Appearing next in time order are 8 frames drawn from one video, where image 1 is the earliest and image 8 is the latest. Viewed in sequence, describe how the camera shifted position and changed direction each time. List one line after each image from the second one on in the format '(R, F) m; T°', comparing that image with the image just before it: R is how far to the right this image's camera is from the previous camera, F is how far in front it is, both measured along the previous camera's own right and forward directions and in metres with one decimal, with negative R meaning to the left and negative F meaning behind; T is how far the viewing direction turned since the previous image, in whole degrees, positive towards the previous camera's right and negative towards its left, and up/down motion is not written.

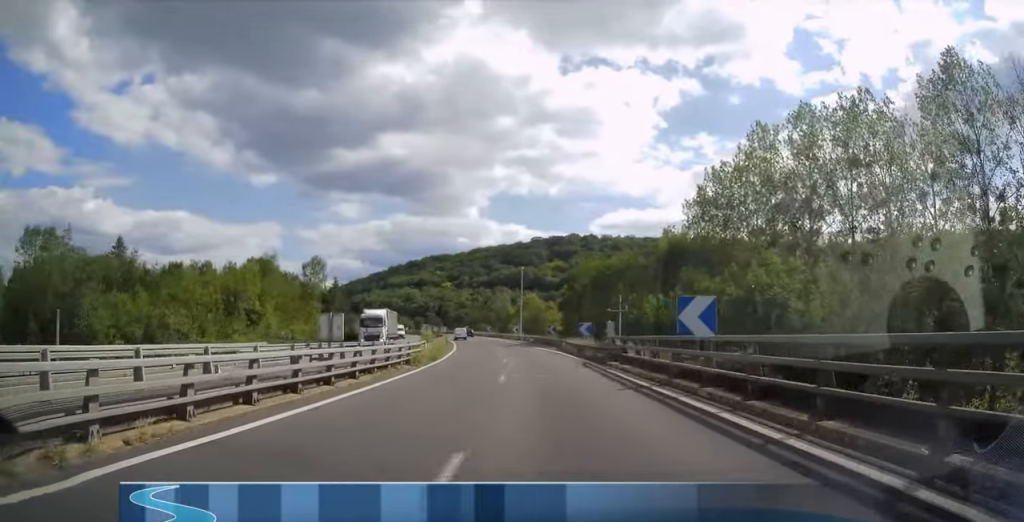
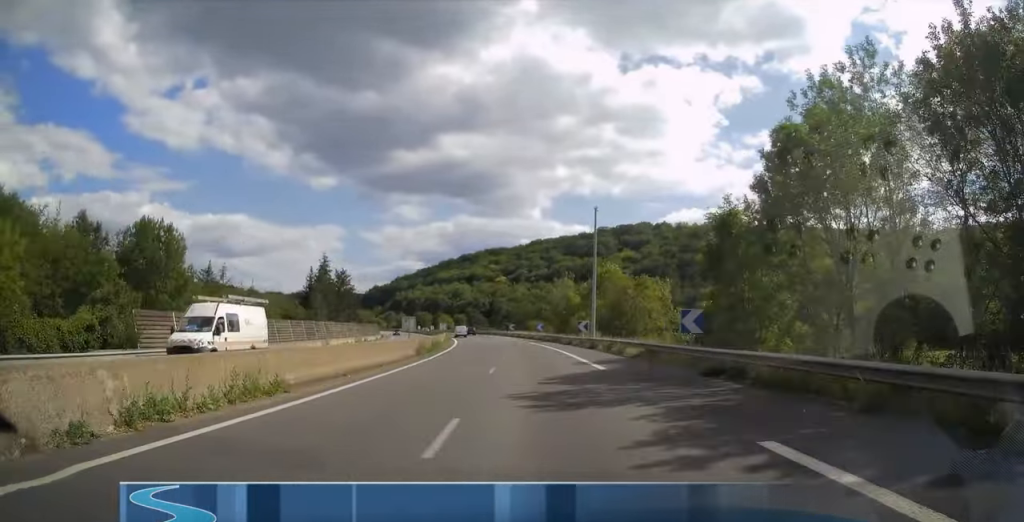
(-2.9, +49.3) m; -10°
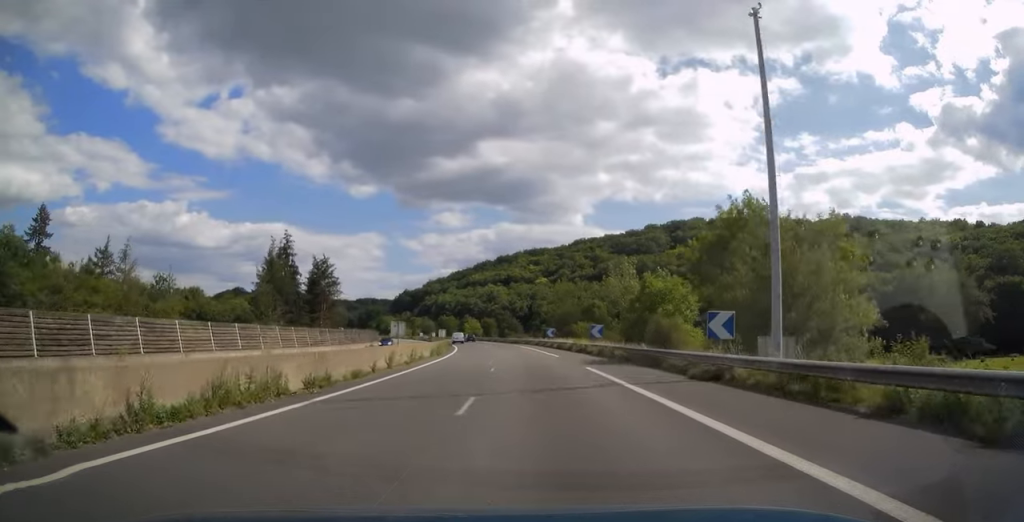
(-2.9, +35.4) m; -7°
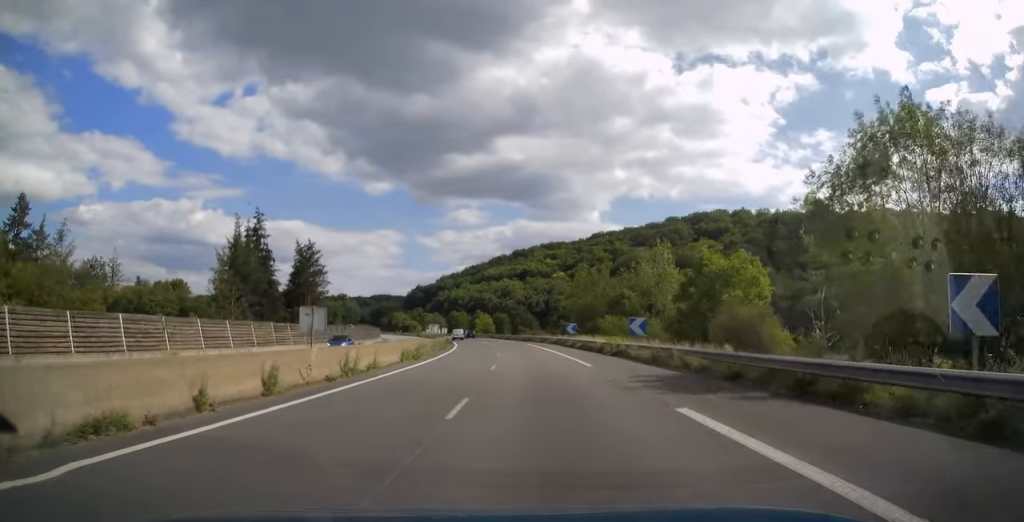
(-0.1, +13.9) m; -2°
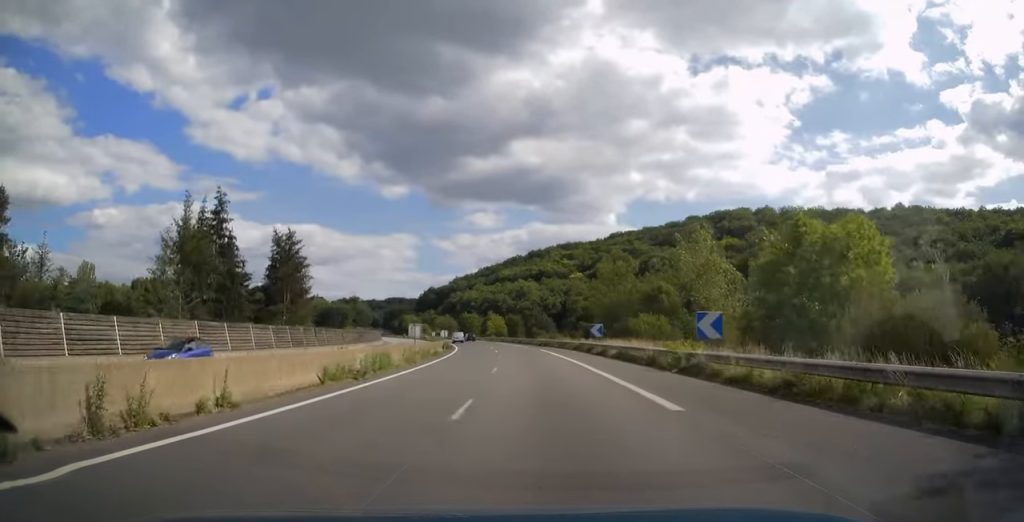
(-0.2, +13.0) m; -1°
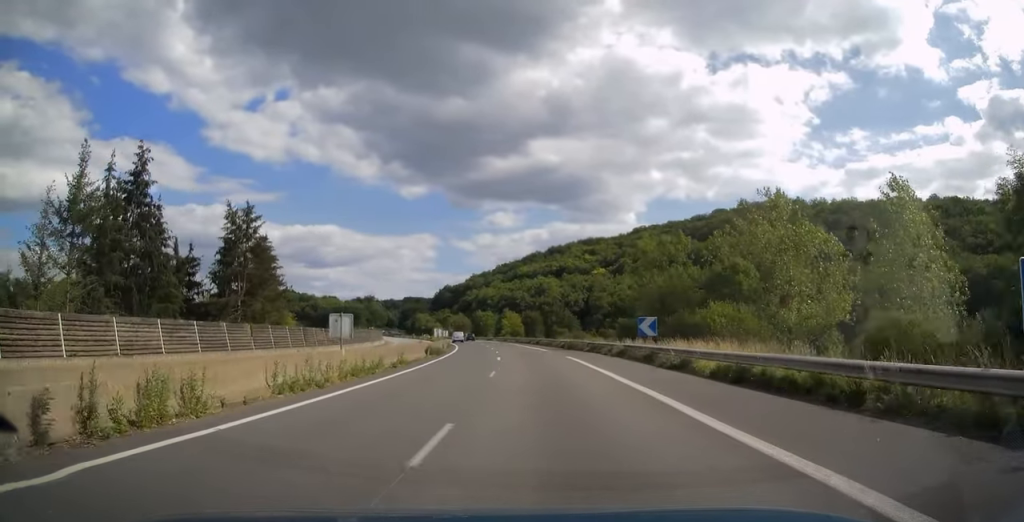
(-0.2, +16.8) m; -2°
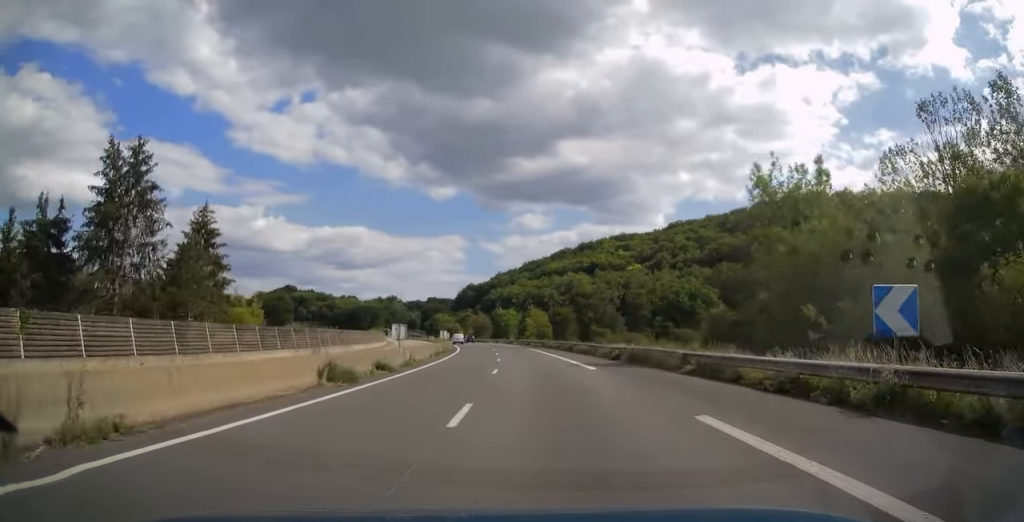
(-0.4, +23.5) m; -3°
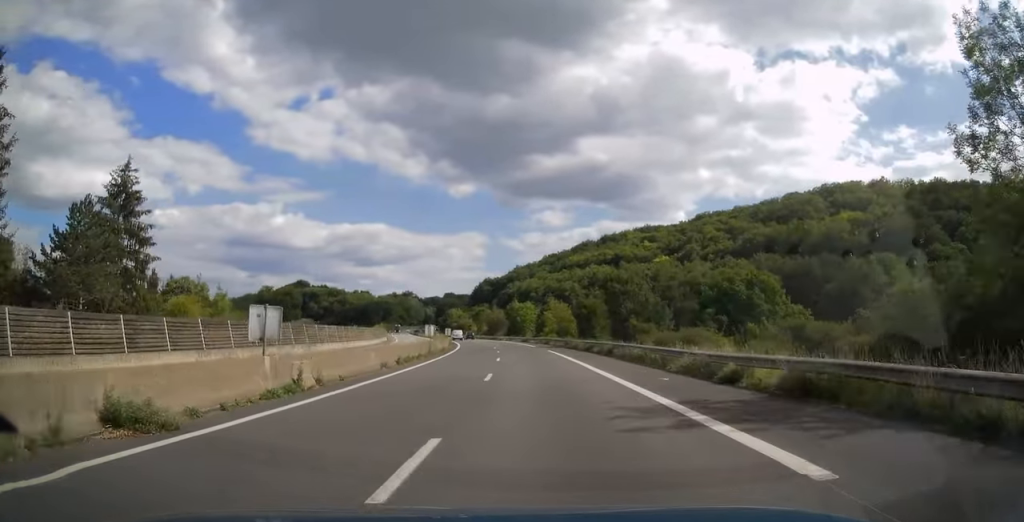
(-0.4, +17.3) m; -2°
